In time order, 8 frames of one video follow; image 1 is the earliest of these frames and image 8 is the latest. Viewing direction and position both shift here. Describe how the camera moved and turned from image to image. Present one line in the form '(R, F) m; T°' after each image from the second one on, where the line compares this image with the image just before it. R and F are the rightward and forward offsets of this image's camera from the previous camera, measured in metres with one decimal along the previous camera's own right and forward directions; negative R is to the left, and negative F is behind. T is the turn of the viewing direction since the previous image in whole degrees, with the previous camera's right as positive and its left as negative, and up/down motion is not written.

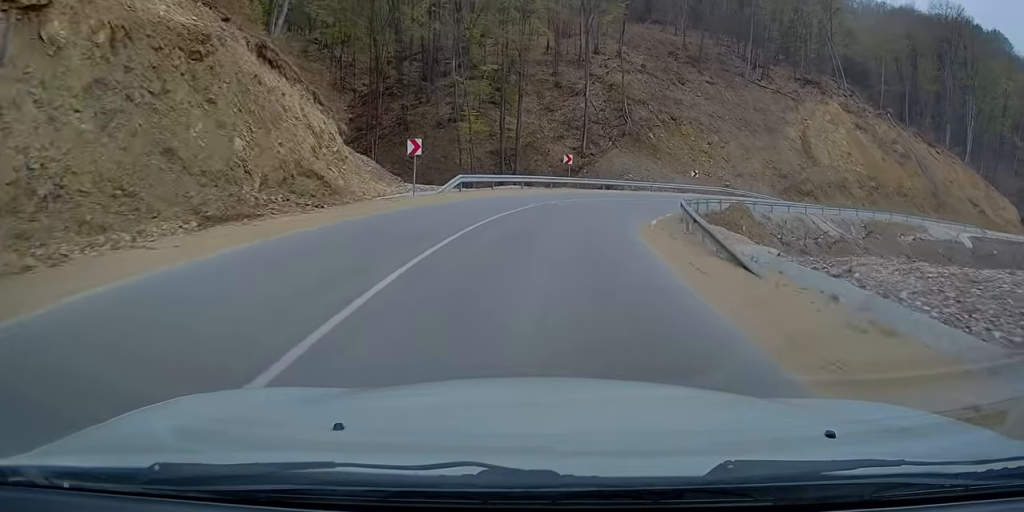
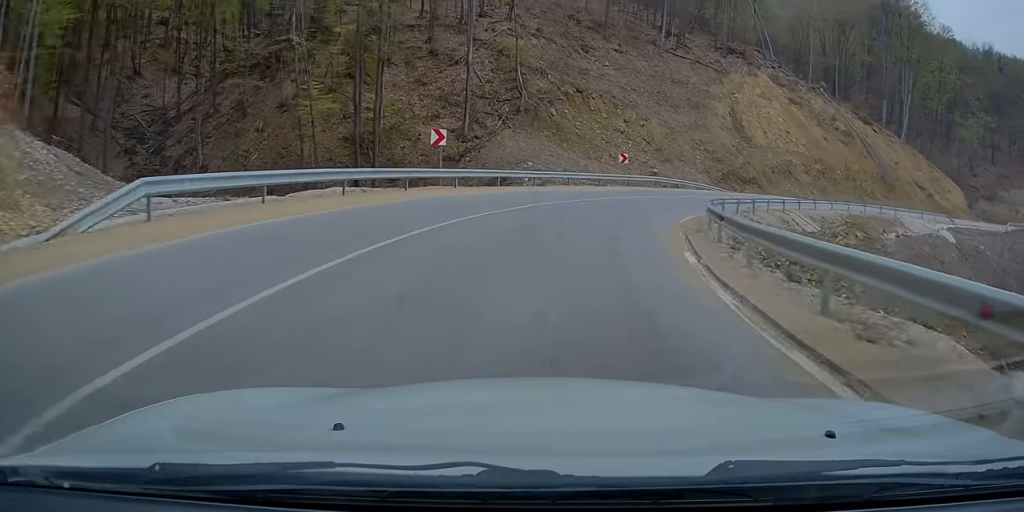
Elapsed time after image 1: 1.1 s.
(+1.2, +18.3) m; +11°
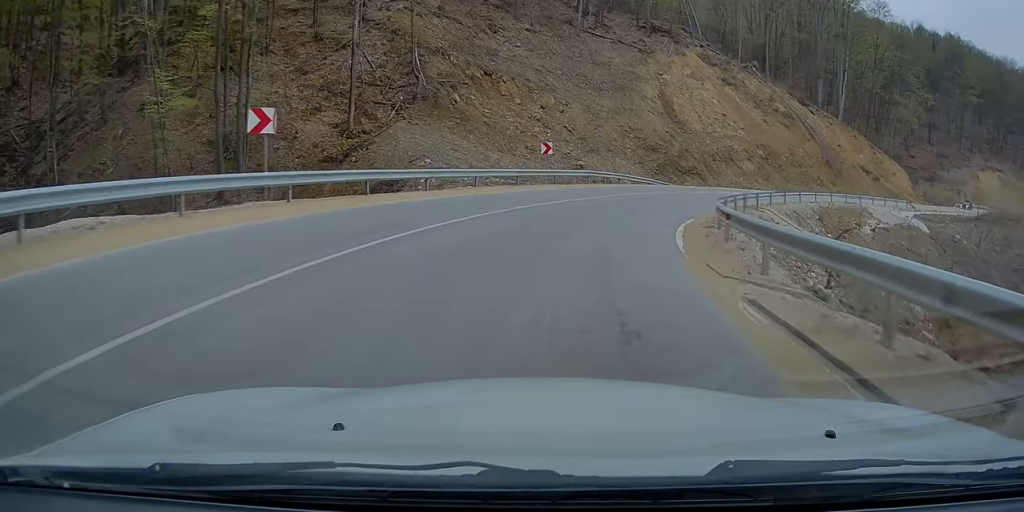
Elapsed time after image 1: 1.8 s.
(+0.4, +10.3) m; +8°
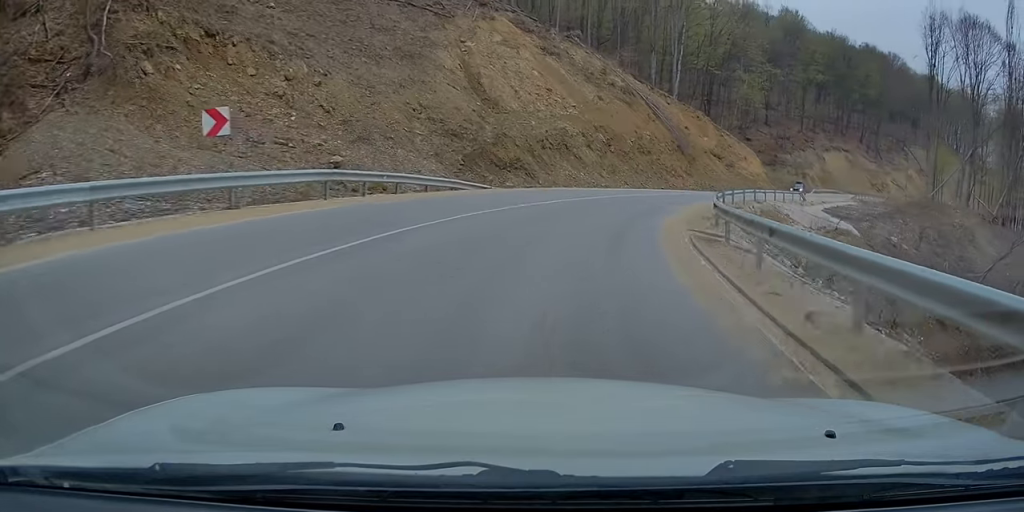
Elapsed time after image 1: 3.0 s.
(+3.1, +20.5) m; +17°
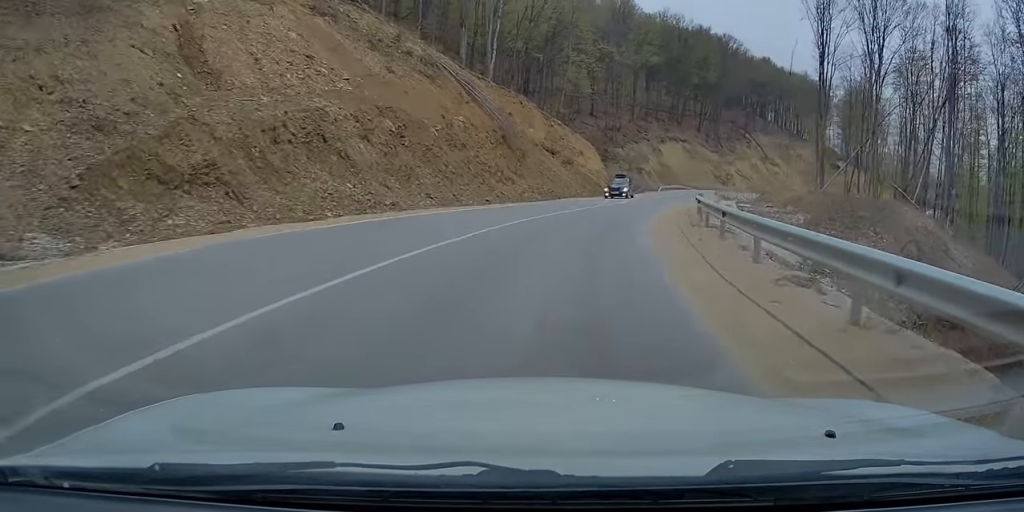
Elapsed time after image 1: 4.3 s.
(+3.9, +21.8) m; +17°
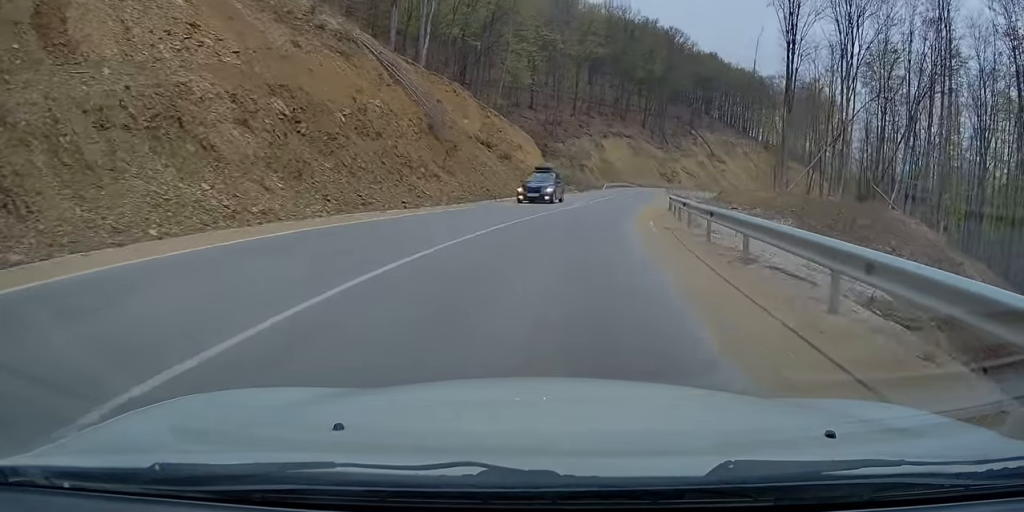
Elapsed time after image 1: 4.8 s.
(+0.3, +8.1) m; +5°
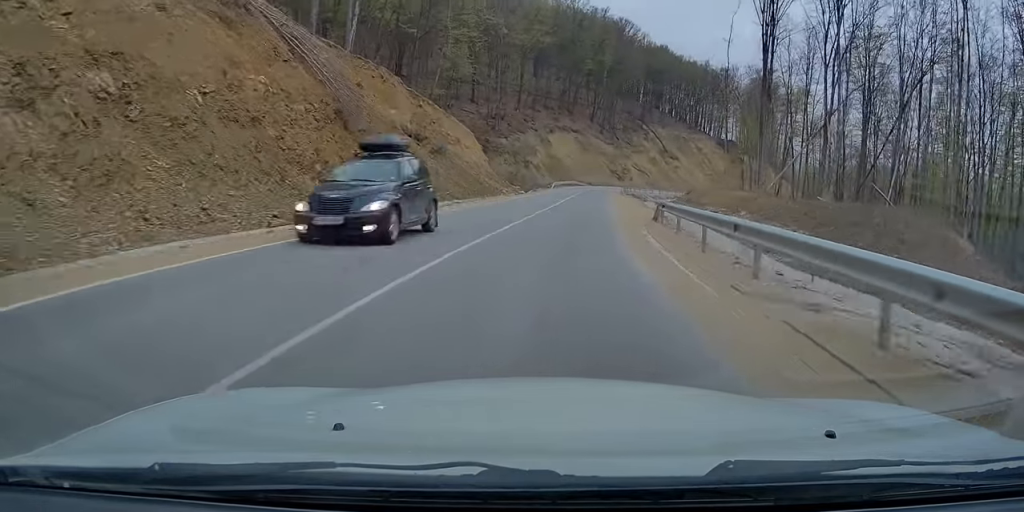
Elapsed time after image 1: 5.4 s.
(+0.5, +9.9) m; +3°
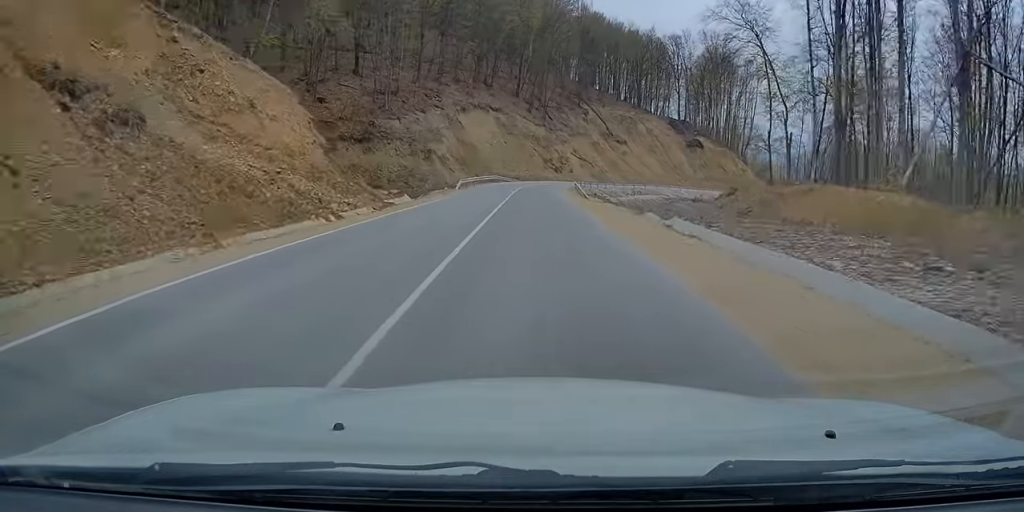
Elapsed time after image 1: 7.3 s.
(+2.4, +33.7) m; +5°
